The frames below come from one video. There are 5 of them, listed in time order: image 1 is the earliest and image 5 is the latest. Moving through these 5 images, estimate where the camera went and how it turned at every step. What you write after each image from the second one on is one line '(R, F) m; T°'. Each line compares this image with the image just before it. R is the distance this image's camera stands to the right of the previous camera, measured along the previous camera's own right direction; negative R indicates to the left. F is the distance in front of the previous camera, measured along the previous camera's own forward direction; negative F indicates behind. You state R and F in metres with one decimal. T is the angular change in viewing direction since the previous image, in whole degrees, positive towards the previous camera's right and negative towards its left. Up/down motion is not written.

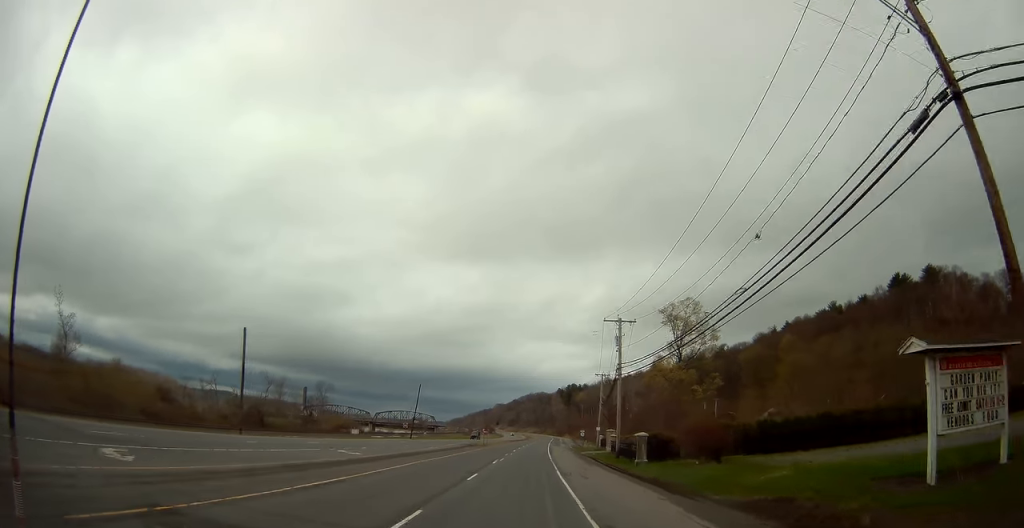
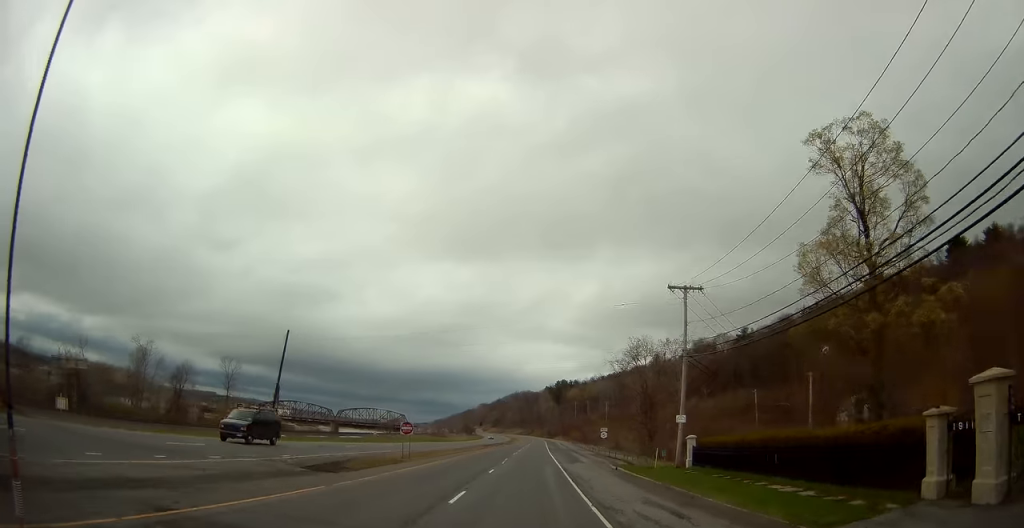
(+0.9, +55.9) m; +2°
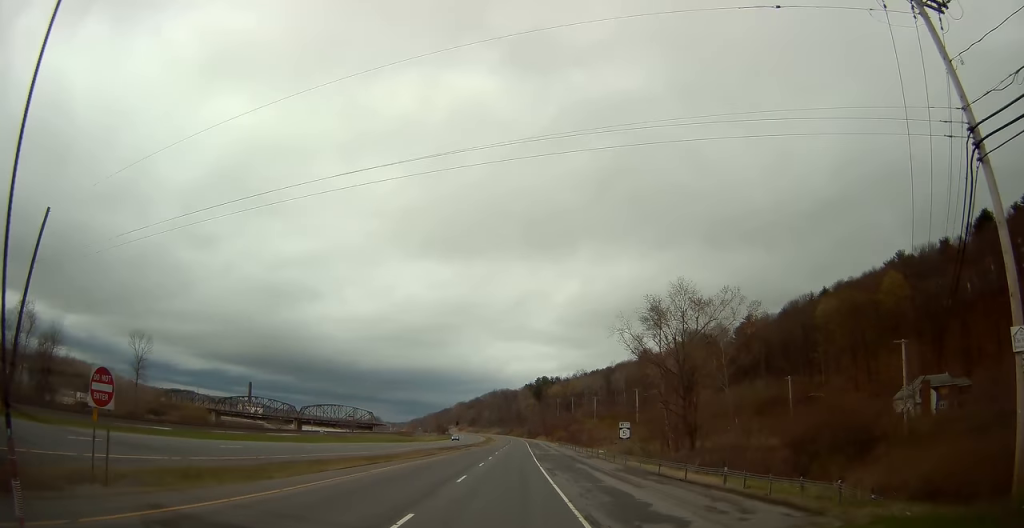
(+0.4, +29.9) m; +1°
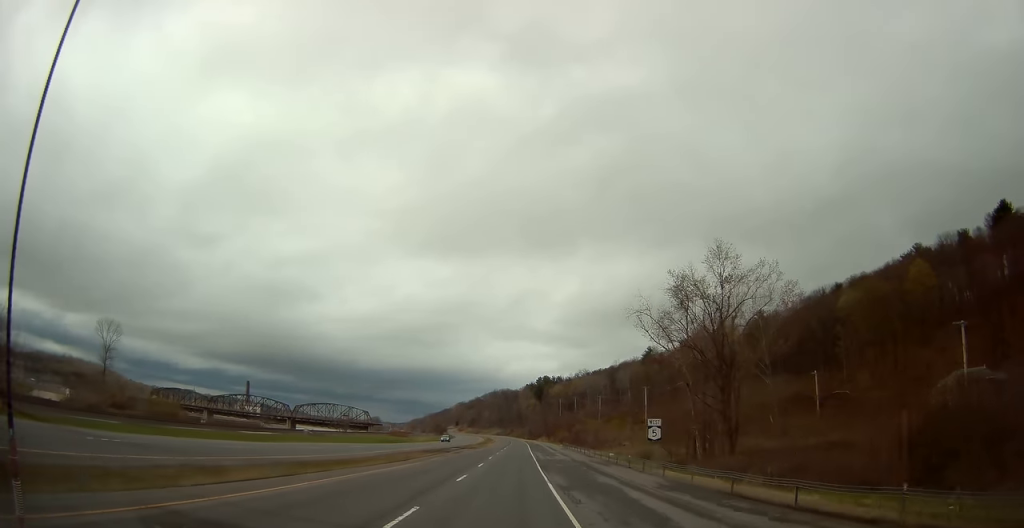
(0.0, +11.1) m; 0°
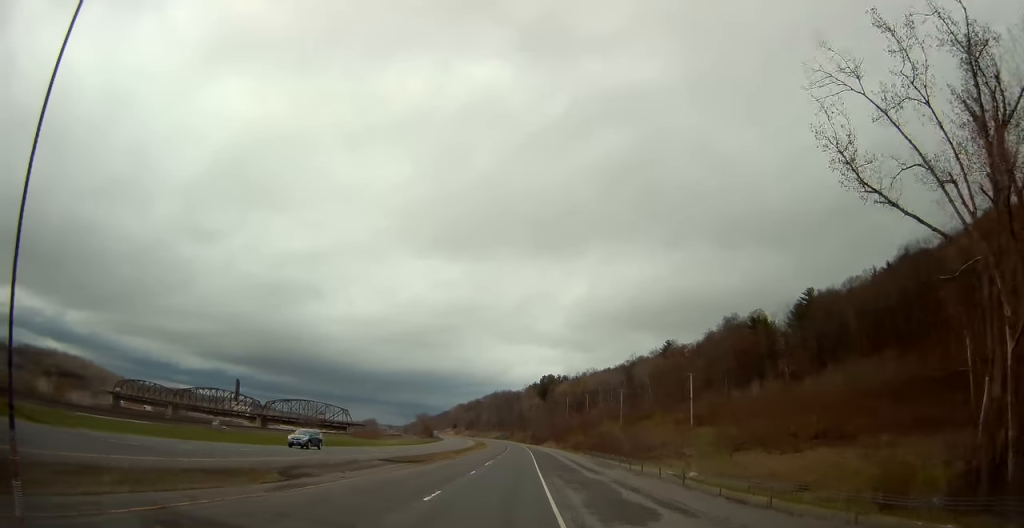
(+0.2, +42.5) m; 0°
